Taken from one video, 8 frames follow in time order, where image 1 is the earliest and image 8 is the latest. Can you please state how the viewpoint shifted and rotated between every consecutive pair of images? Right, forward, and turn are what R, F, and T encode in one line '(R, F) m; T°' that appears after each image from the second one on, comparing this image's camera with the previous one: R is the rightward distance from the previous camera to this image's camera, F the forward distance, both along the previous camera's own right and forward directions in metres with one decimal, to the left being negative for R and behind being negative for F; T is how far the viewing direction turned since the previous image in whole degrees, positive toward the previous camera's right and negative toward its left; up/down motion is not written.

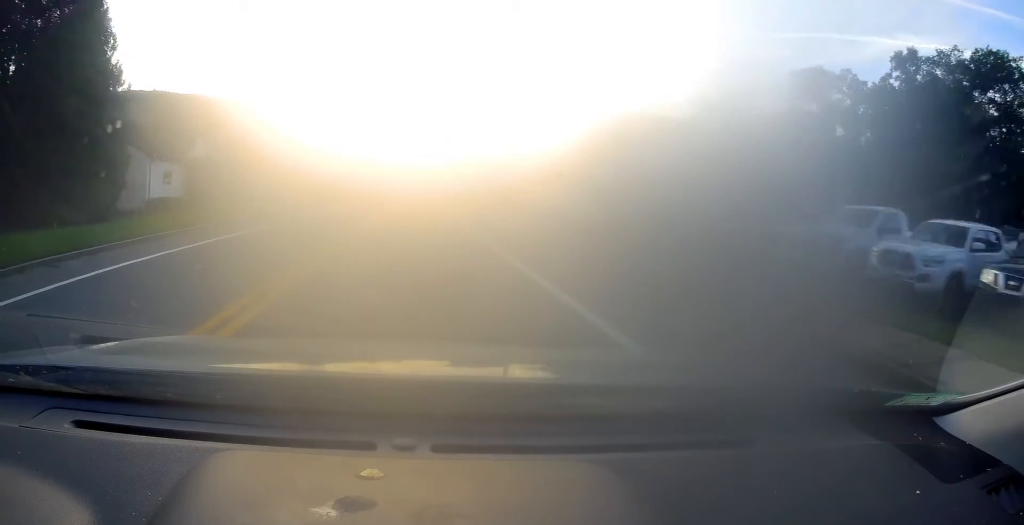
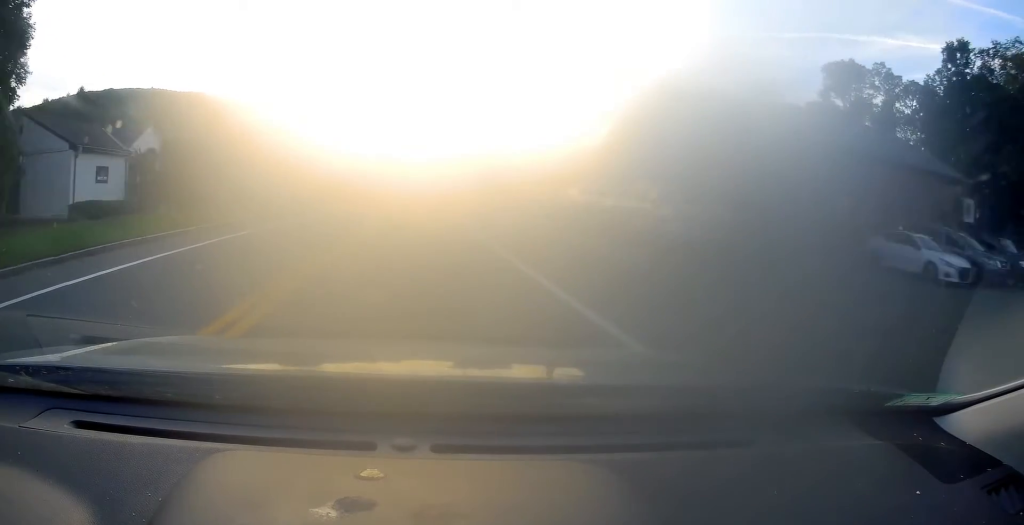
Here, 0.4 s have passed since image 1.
(-0.3, +9.5) m; +1°
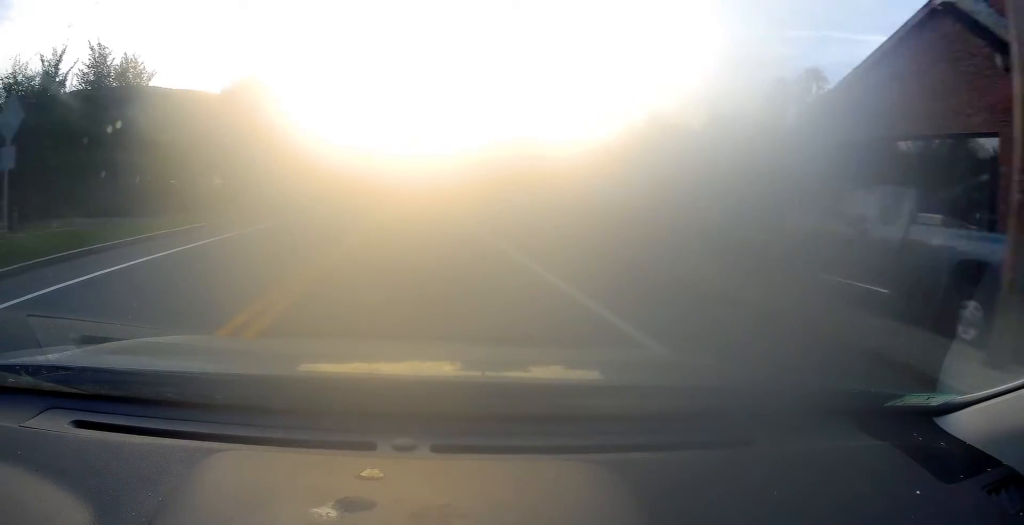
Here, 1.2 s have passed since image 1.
(+0.7, +17.4) m; +1°
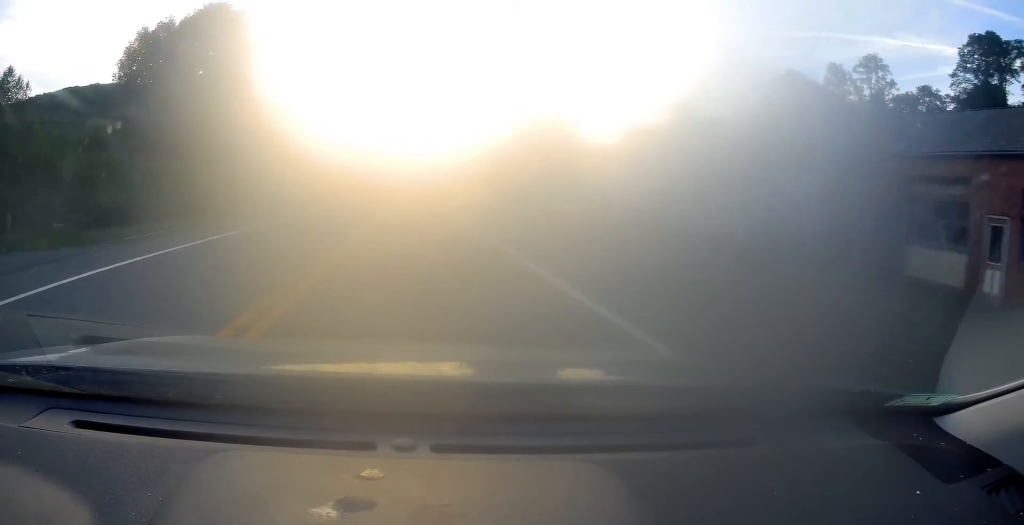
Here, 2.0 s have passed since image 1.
(0.0, +16.5) m; -1°
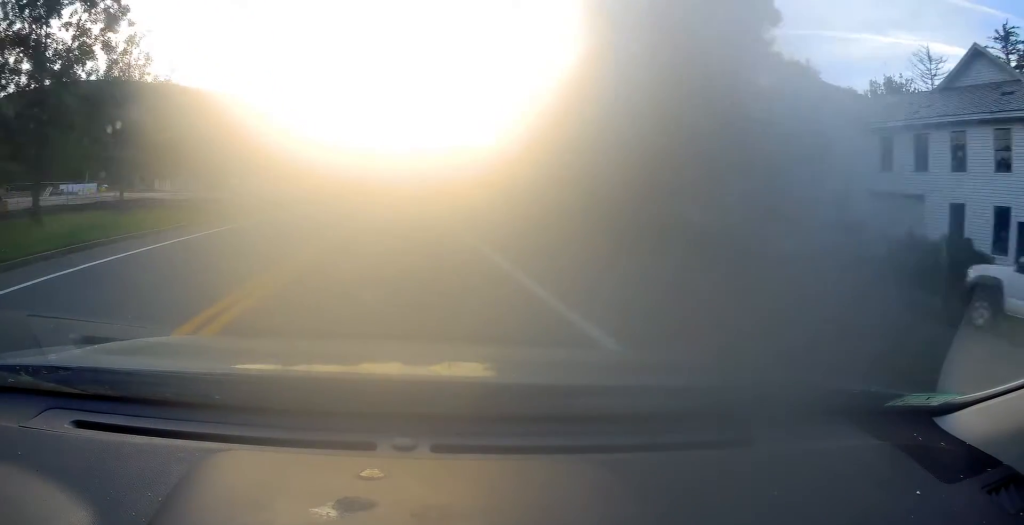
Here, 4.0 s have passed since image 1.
(-0.5, +41.3) m; +1°
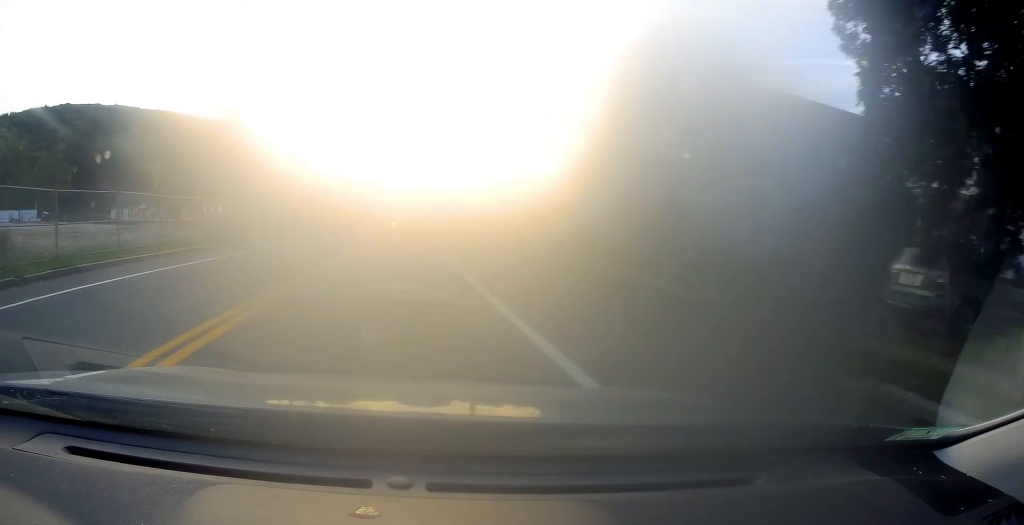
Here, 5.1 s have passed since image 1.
(+0.1, +22.6) m; 0°
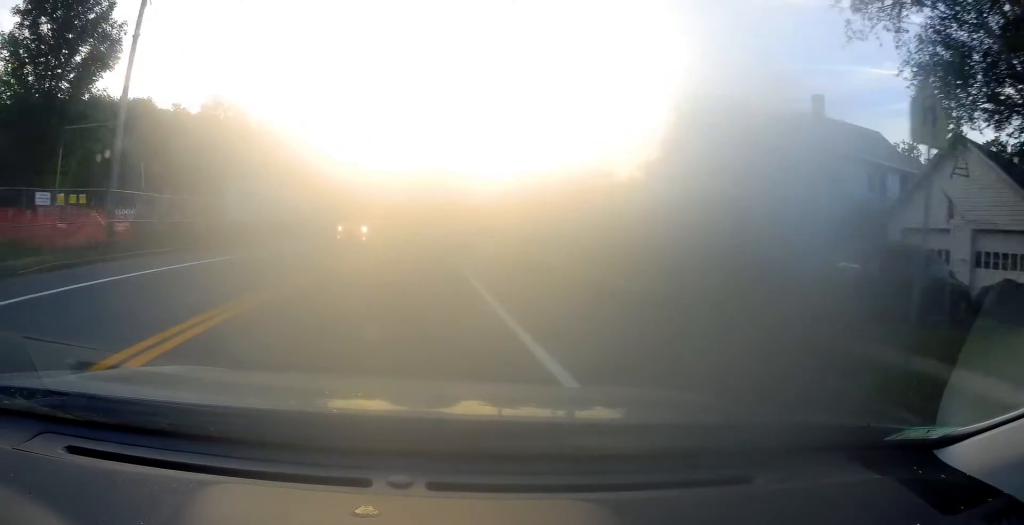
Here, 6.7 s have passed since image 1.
(+0.4, +26.4) m; +3°
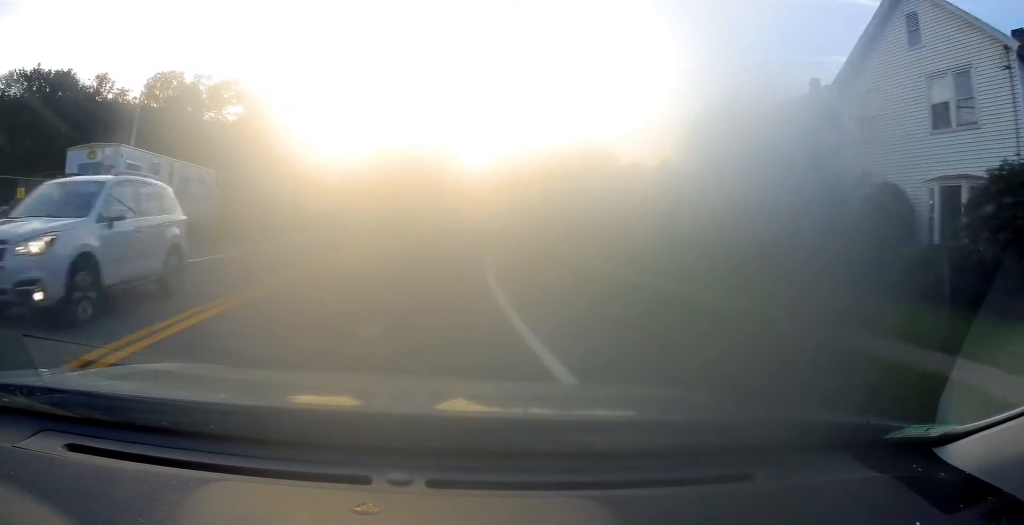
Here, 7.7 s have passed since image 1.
(+0.1, +16.1) m; +2°
